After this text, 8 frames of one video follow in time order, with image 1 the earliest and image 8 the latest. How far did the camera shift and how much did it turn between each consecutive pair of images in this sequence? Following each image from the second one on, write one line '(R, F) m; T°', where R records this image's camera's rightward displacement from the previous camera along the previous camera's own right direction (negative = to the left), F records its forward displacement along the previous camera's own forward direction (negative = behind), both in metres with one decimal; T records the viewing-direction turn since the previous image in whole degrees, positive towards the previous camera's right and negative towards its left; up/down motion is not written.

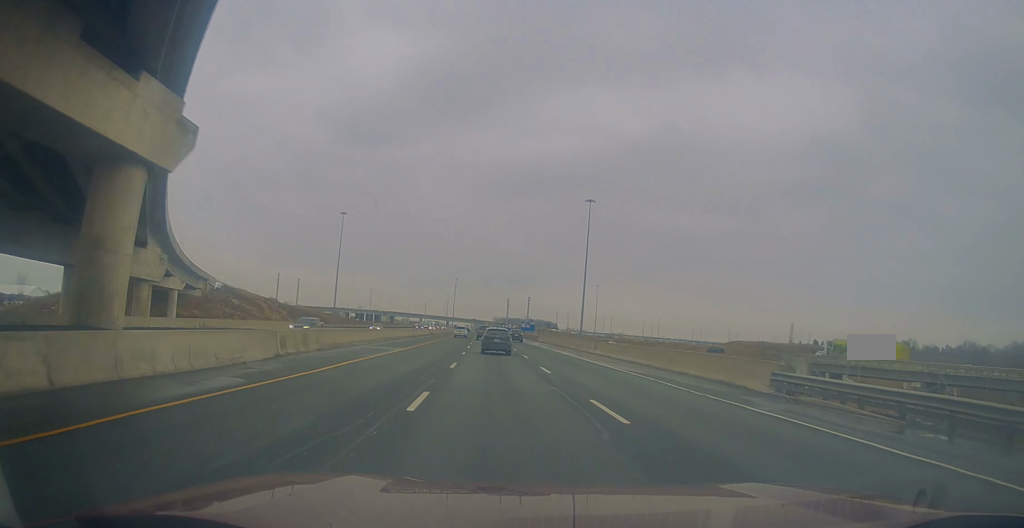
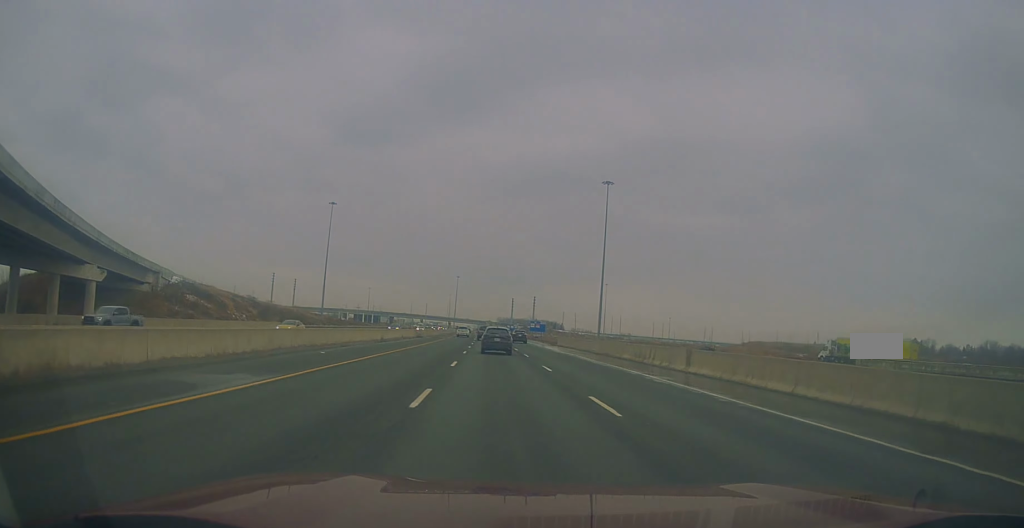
(0.0, +23.6) m; 0°
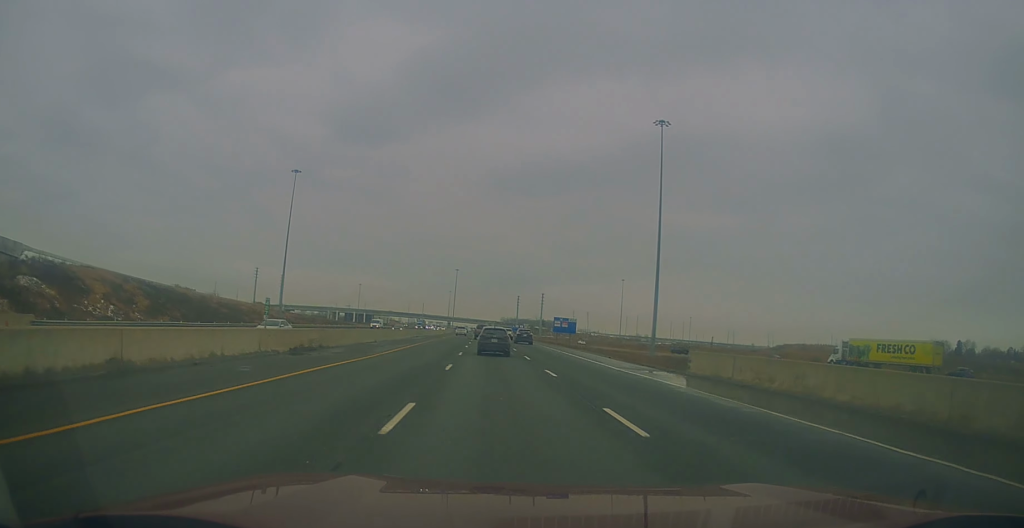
(0.0, +49.8) m; +1°
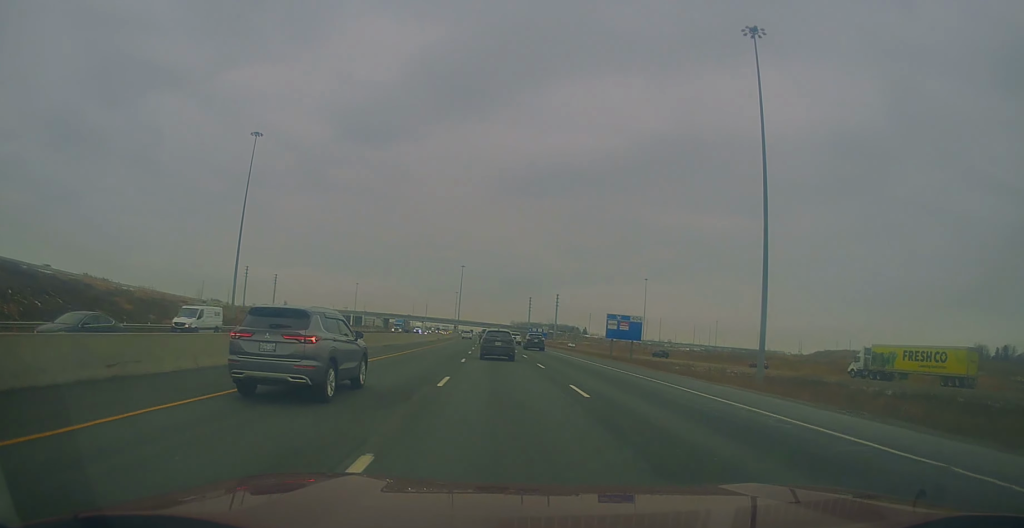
(-0.4, +41.1) m; -2°
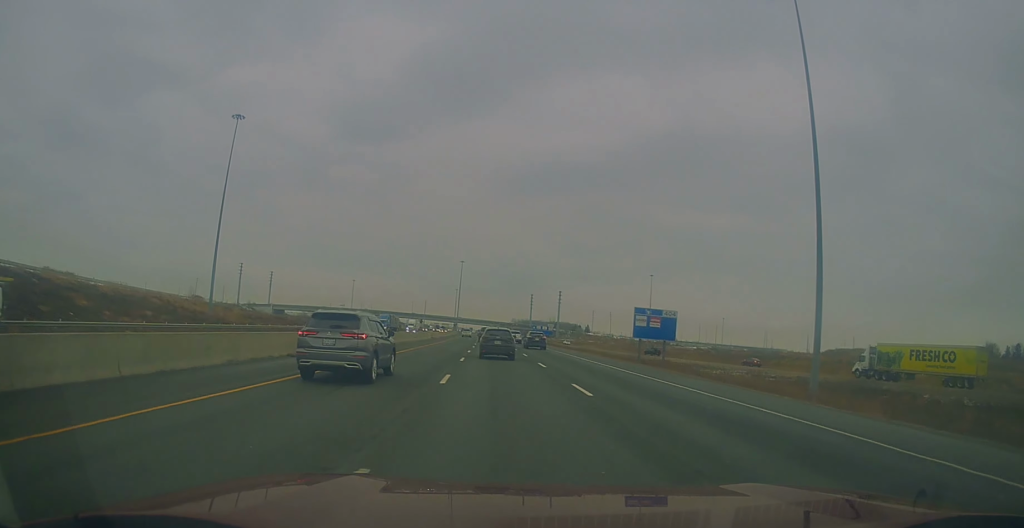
(-0.4, +12.3) m; -1°
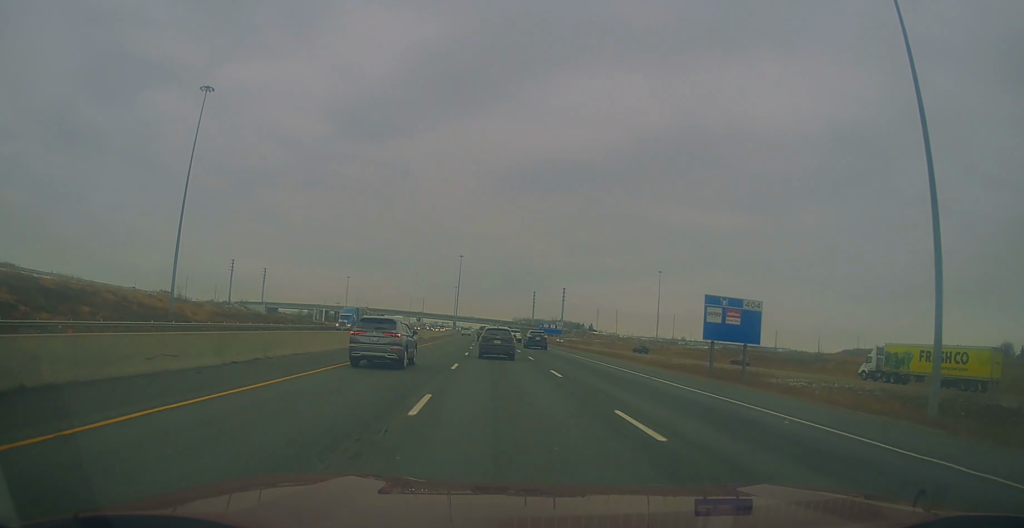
(+0.2, +17.8) m; 0°
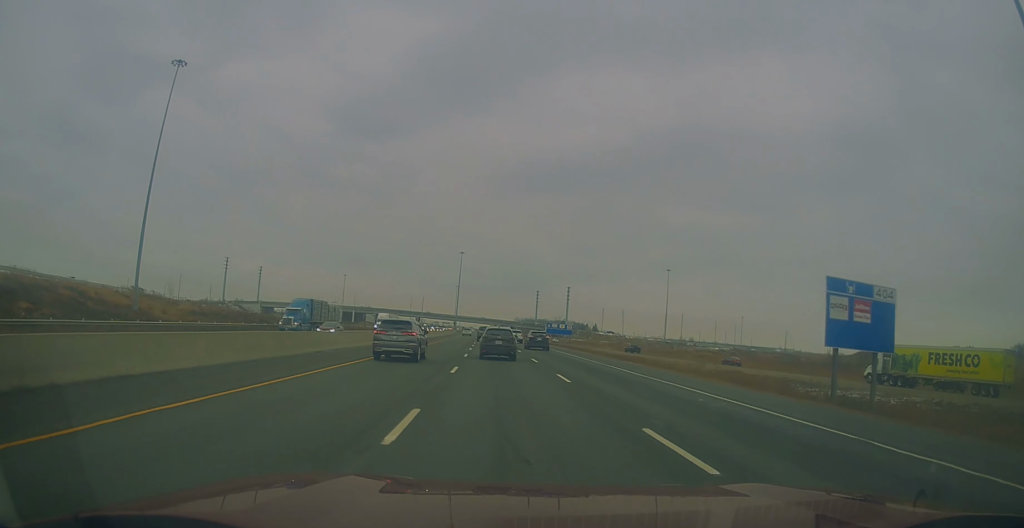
(+0.1, +14.0) m; +1°
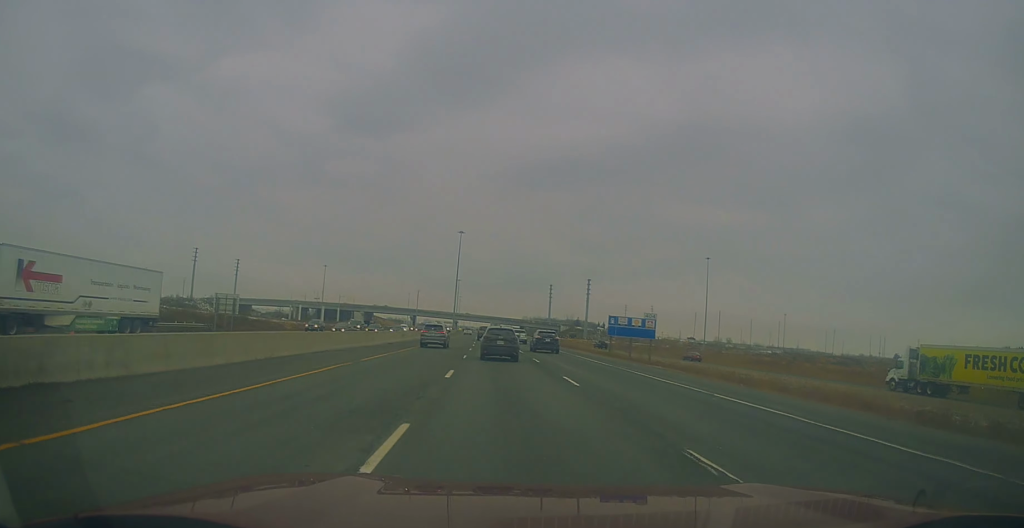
(-0.1, +58.1) m; -1°
